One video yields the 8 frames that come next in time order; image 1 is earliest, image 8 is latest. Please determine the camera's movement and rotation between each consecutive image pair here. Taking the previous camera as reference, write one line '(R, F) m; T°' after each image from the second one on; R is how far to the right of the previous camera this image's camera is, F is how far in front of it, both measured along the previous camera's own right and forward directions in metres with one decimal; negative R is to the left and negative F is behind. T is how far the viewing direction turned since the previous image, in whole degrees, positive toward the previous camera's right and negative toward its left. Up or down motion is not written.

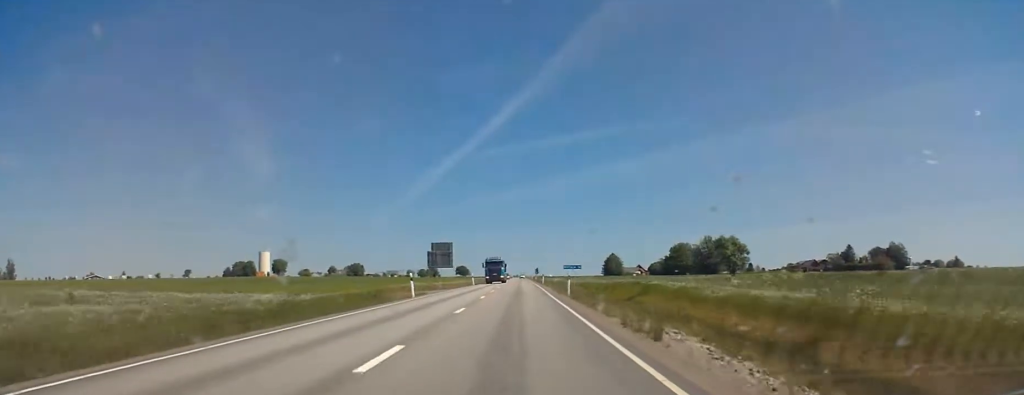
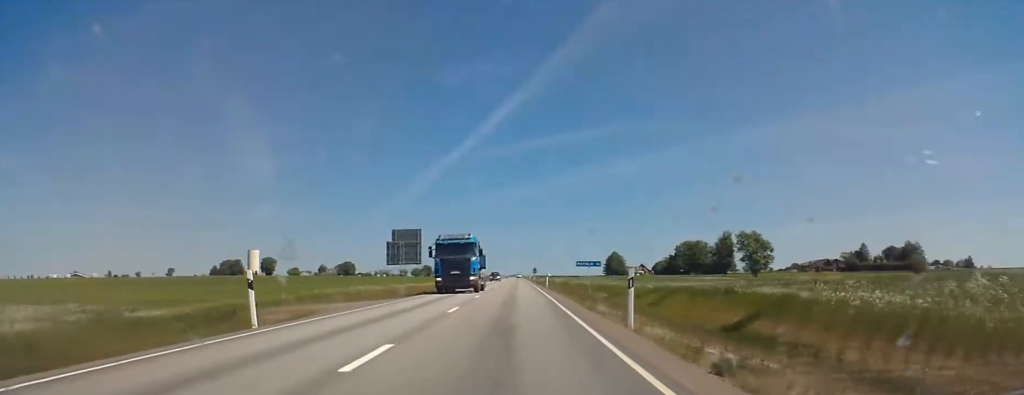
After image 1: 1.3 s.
(+0.1, +24.2) m; 0°
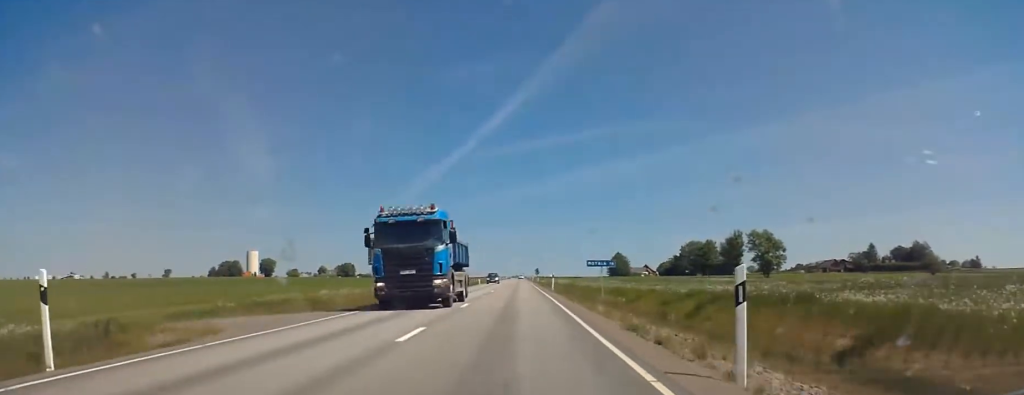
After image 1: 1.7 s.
(+0.2, +8.2) m; 0°
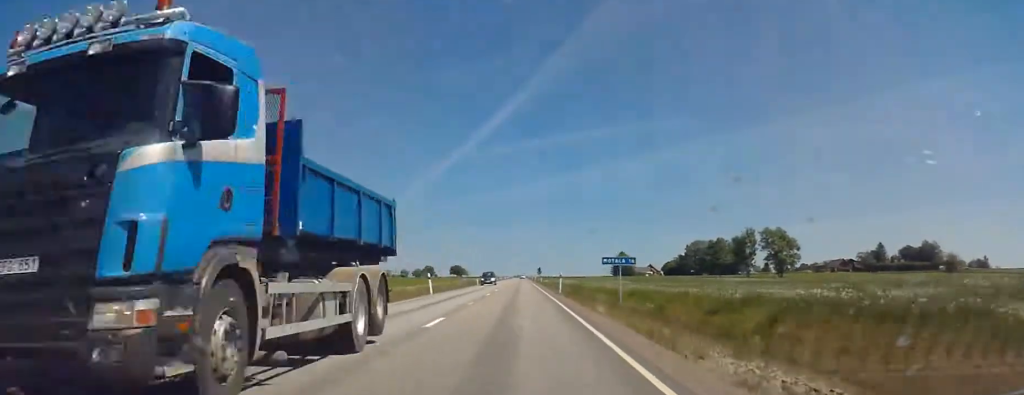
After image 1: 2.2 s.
(-0.2, +9.0) m; 0°
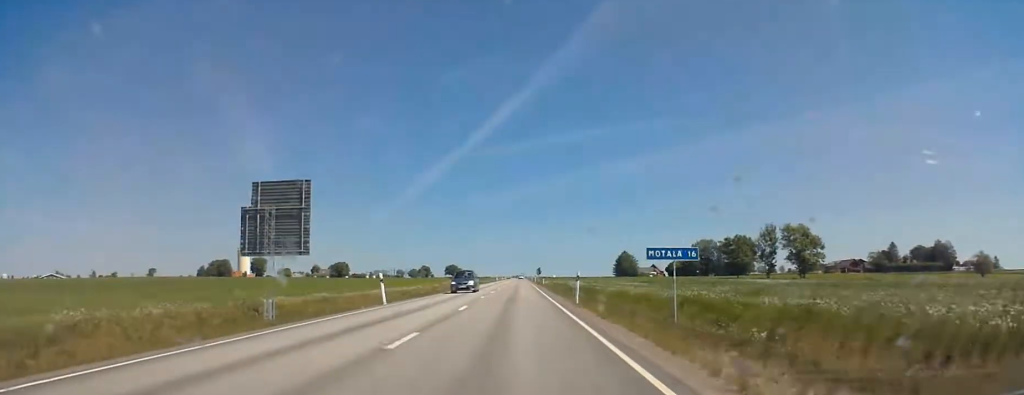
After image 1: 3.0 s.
(-0.1, +16.2) m; 0°
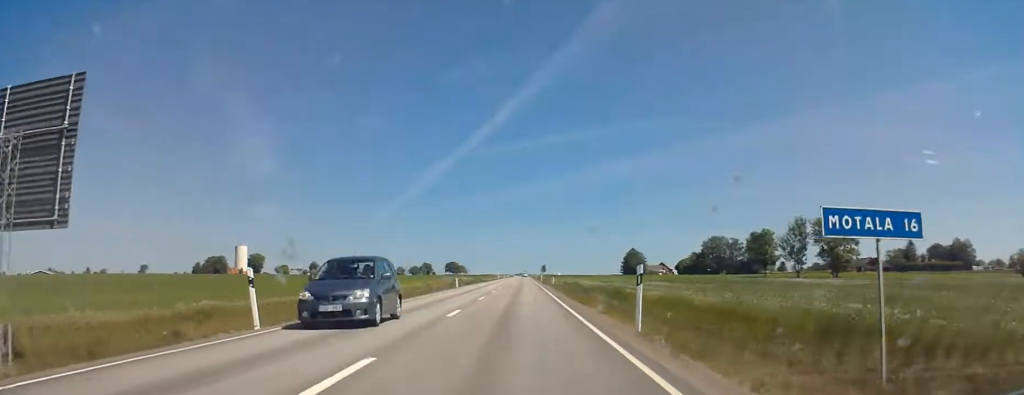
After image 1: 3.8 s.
(+0.1, +15.8) m; 0°
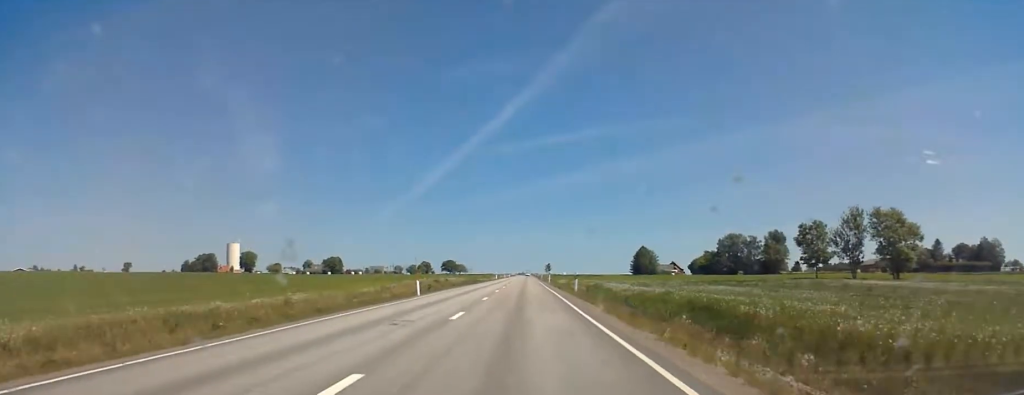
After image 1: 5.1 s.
(0.0, +25.7) m; 0°
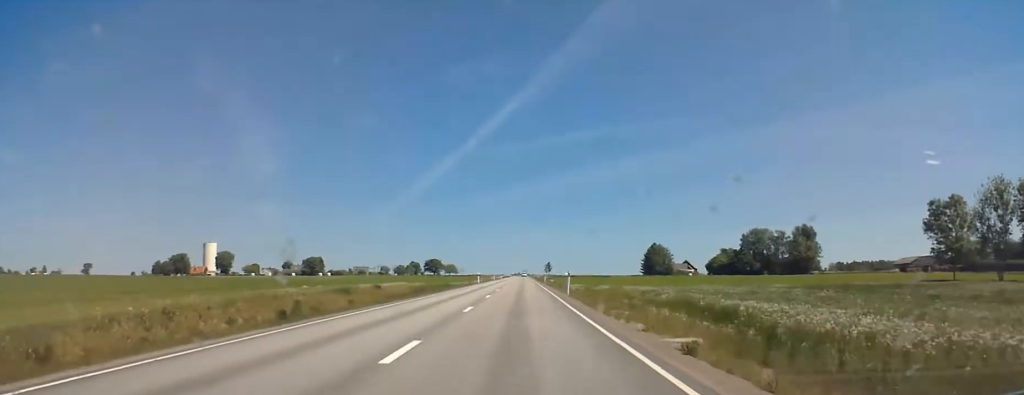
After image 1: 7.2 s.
(+0.3, +44.2) m; +1°
